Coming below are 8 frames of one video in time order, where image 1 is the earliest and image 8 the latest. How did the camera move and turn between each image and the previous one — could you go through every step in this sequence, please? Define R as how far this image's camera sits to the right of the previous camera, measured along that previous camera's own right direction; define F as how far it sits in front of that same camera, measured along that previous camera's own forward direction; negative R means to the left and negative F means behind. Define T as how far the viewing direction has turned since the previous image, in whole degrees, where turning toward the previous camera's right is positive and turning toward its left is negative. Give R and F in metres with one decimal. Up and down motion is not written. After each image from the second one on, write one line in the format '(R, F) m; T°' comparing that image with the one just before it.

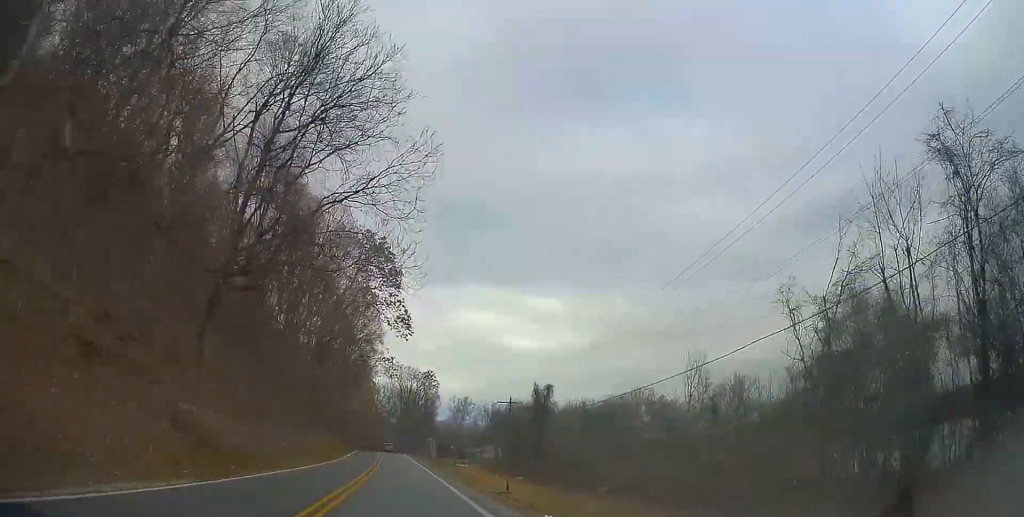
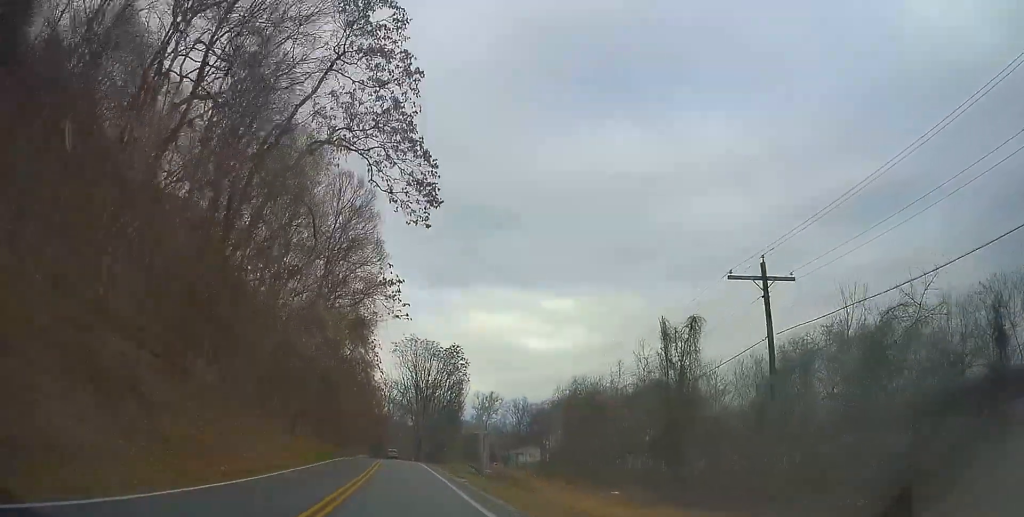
(-0.8, +40.2) m; 0°
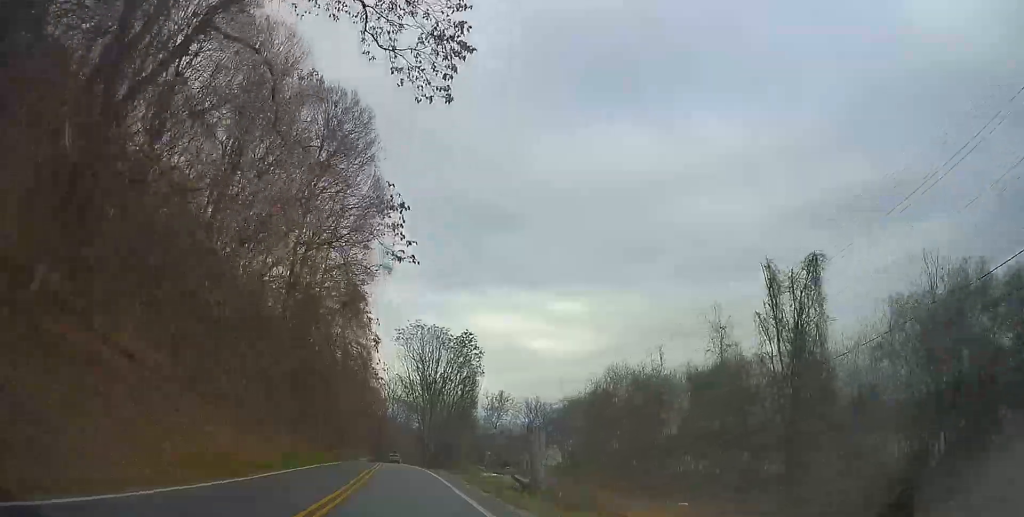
(0.0, +14.6) m; -1°
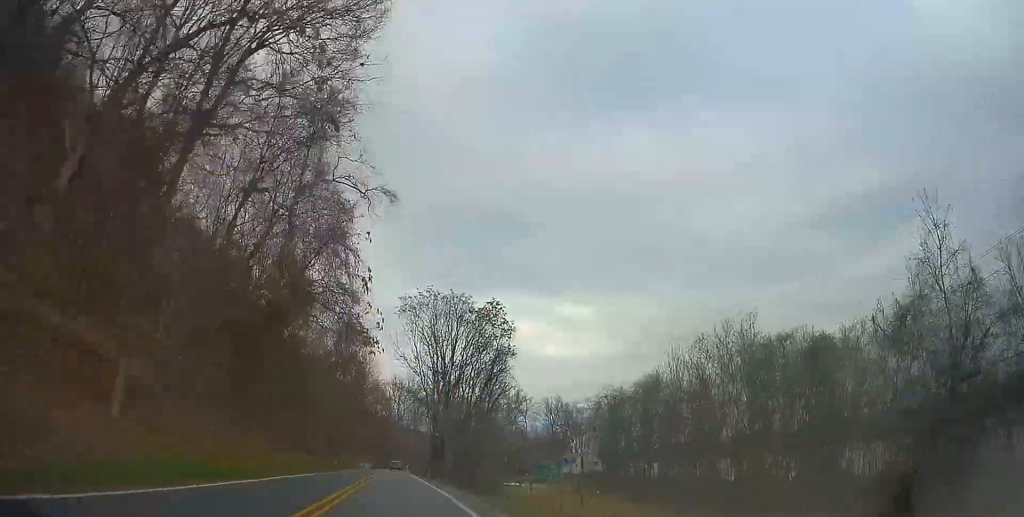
(-0.4, +21.9) m; -1°
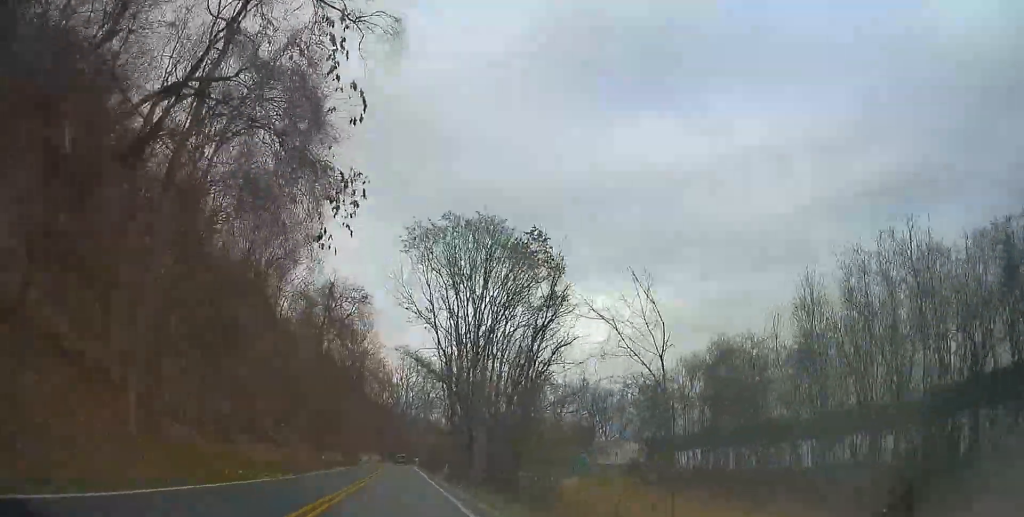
(-0.2, +20.4) m; -1°
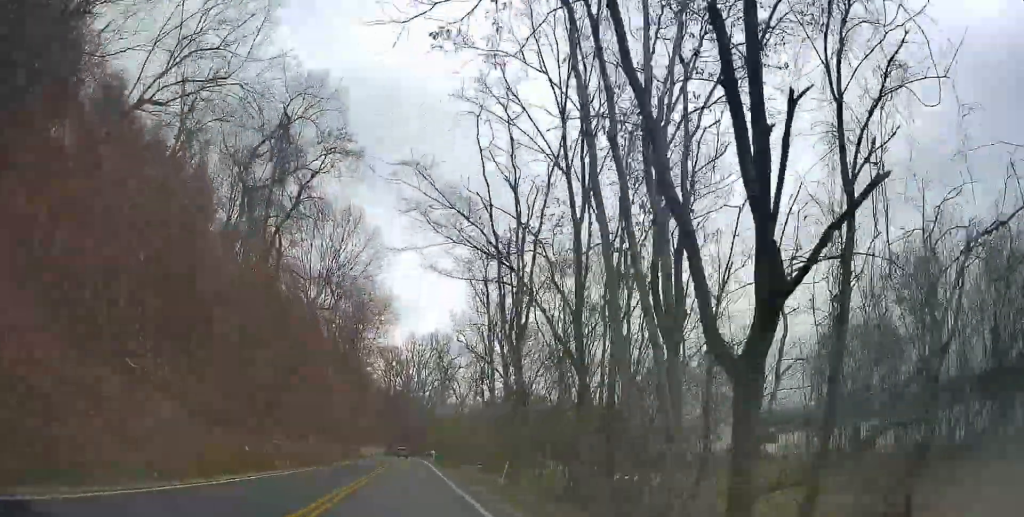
(-0.1, +35.5) m; -1°
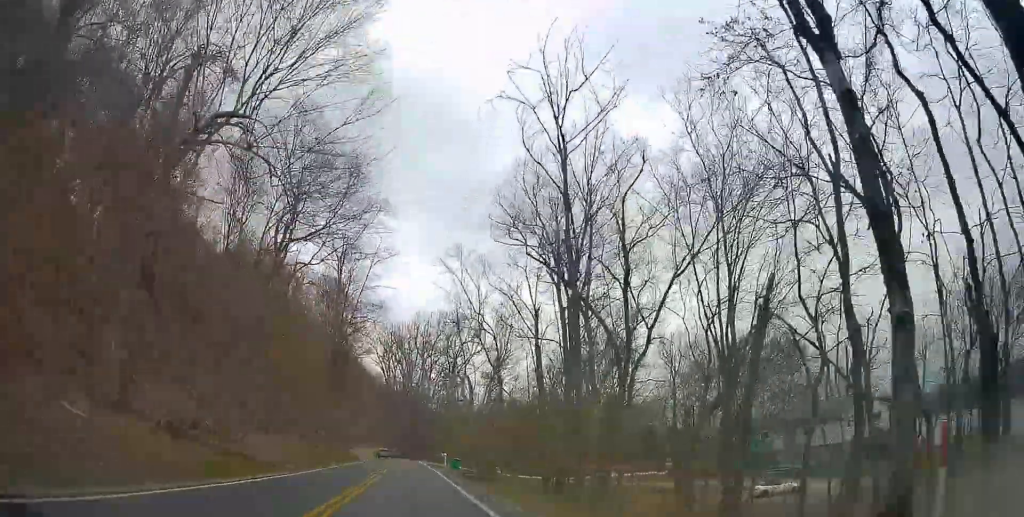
(-0.1, +27.0) m; 0°
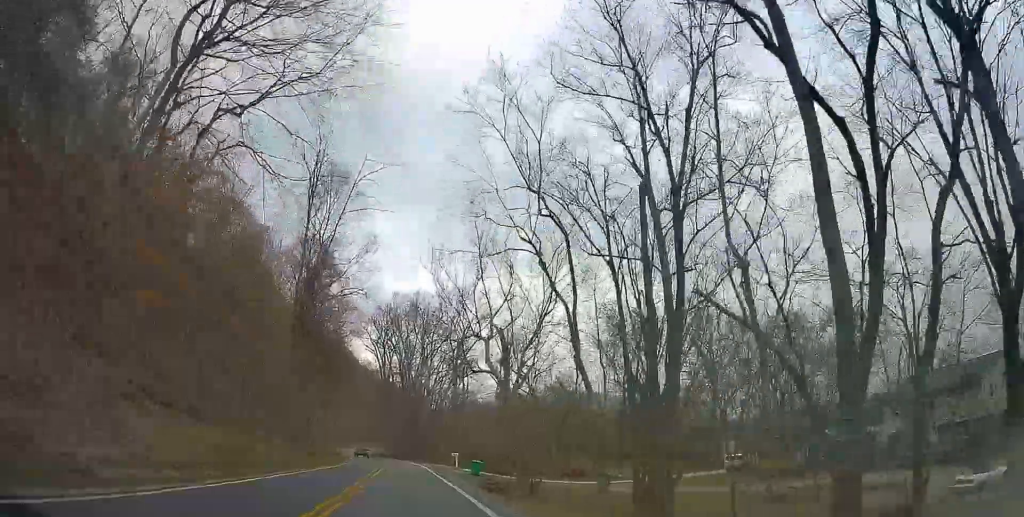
(0.0, +18.4) m; -1°
